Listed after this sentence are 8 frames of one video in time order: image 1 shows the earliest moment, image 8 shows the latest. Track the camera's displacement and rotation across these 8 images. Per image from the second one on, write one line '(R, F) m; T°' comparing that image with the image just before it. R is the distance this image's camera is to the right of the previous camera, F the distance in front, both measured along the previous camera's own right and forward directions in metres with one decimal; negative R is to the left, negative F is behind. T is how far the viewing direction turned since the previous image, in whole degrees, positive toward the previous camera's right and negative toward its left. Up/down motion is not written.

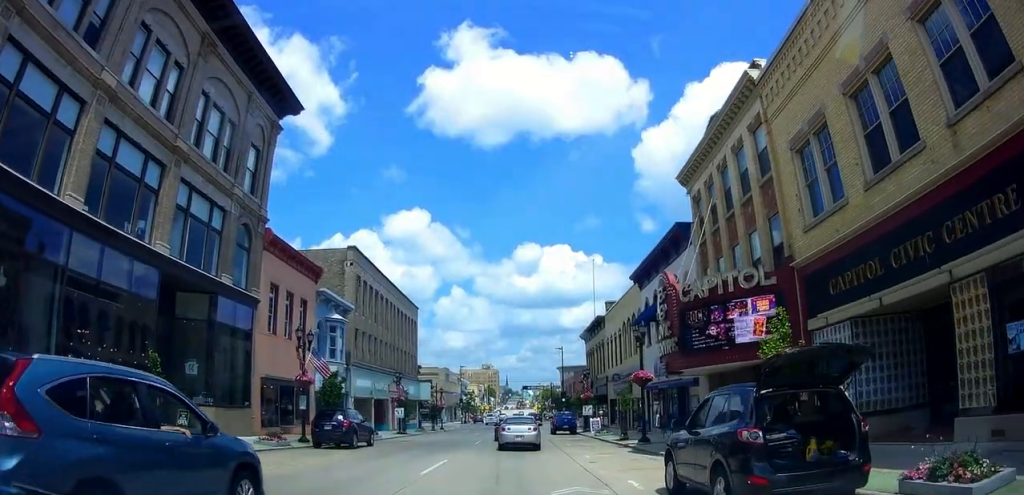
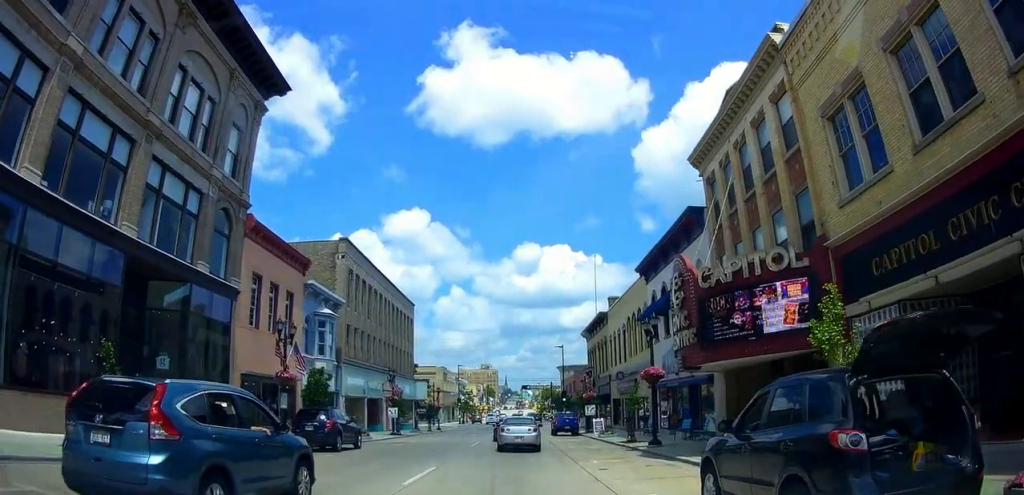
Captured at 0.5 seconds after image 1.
(0.0, +2.1) m; 0°
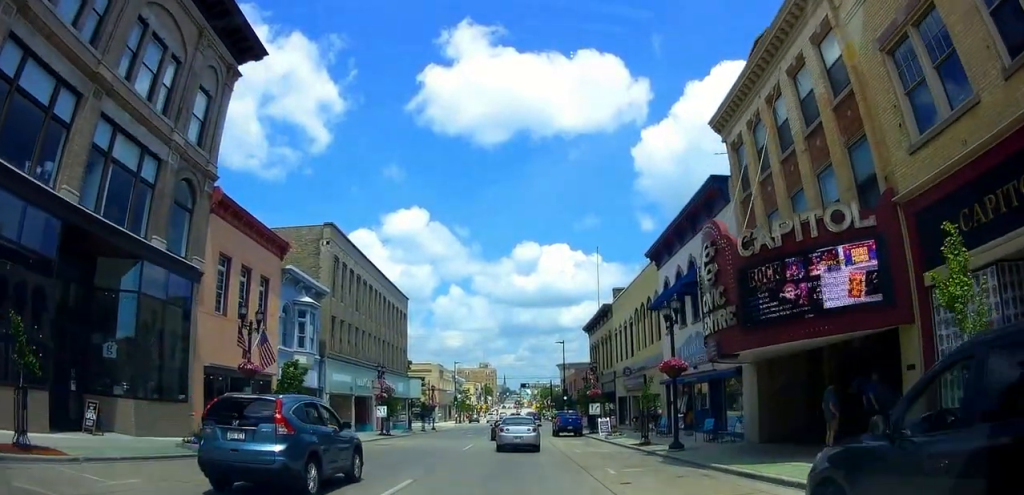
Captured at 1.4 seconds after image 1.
(0.0, +2.8) m; 0°
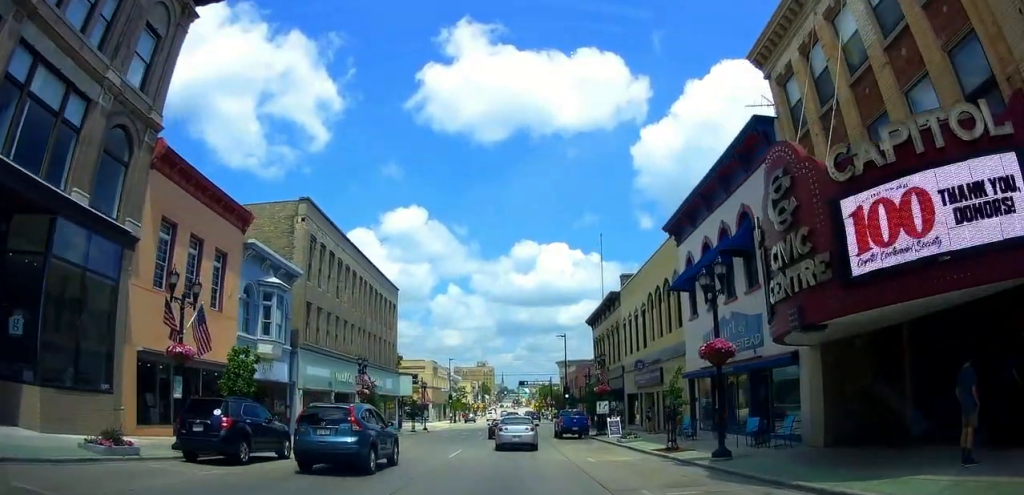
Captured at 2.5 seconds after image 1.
(0.0, +3.6) m; 0°
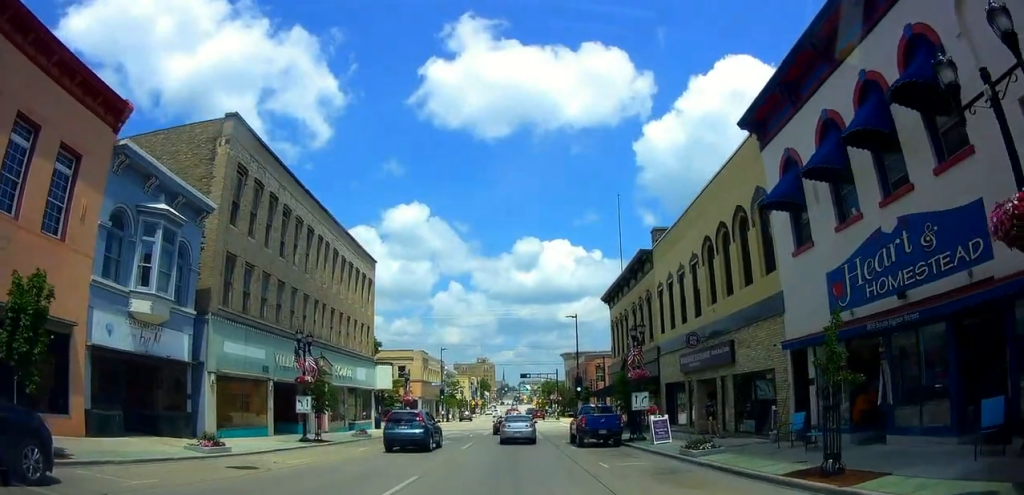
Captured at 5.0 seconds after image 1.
(0.0, +9.1) m; 0°
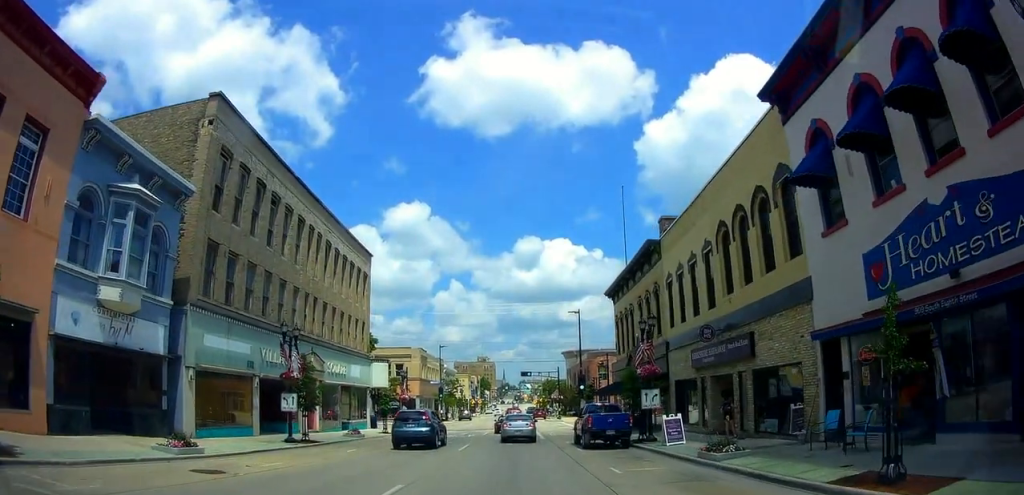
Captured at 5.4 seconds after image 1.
(0.0, +1.6) m; 0°
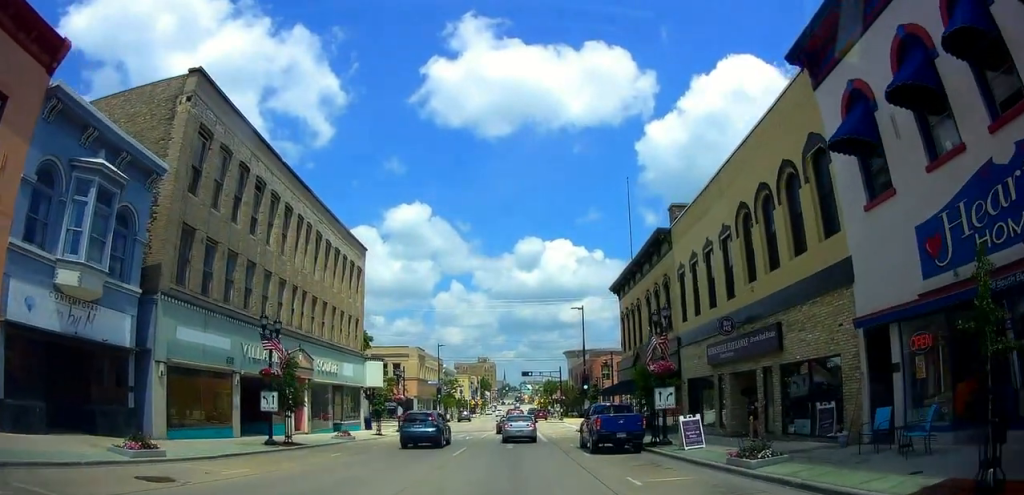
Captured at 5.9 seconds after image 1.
(0.0, +2.1) m; 0°
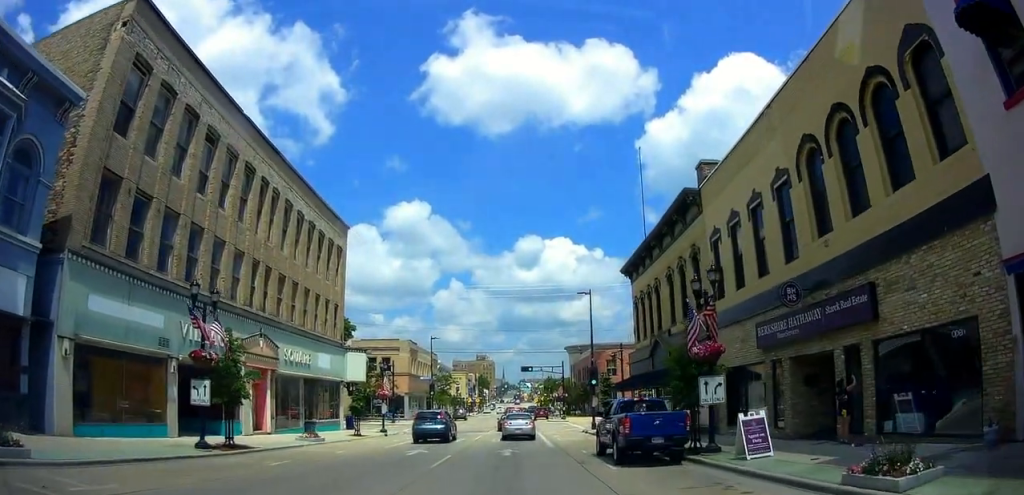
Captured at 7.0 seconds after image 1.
(0.0, +5.1) m; 0°
